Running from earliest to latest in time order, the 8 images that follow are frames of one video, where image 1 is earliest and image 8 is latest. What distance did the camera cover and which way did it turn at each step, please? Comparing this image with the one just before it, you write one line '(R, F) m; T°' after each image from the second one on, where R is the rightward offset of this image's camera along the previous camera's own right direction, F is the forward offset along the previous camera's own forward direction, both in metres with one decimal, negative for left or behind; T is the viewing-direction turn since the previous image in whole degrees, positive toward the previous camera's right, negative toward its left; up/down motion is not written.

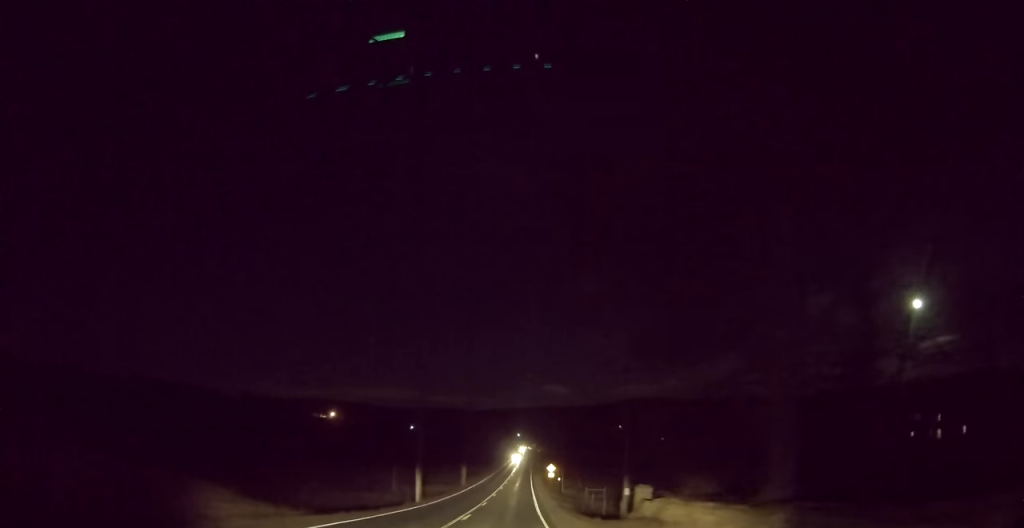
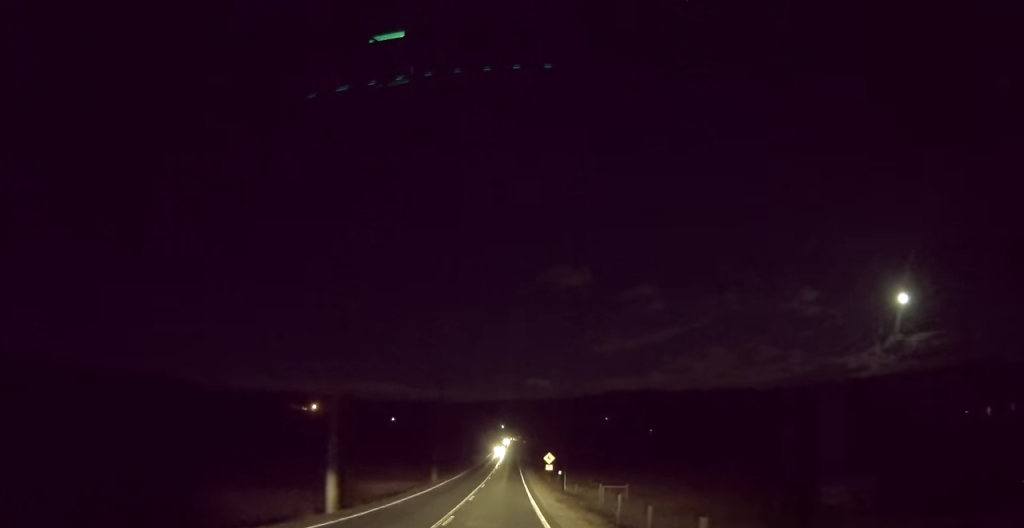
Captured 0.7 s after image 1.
(0.0, +17.0) m; +1°
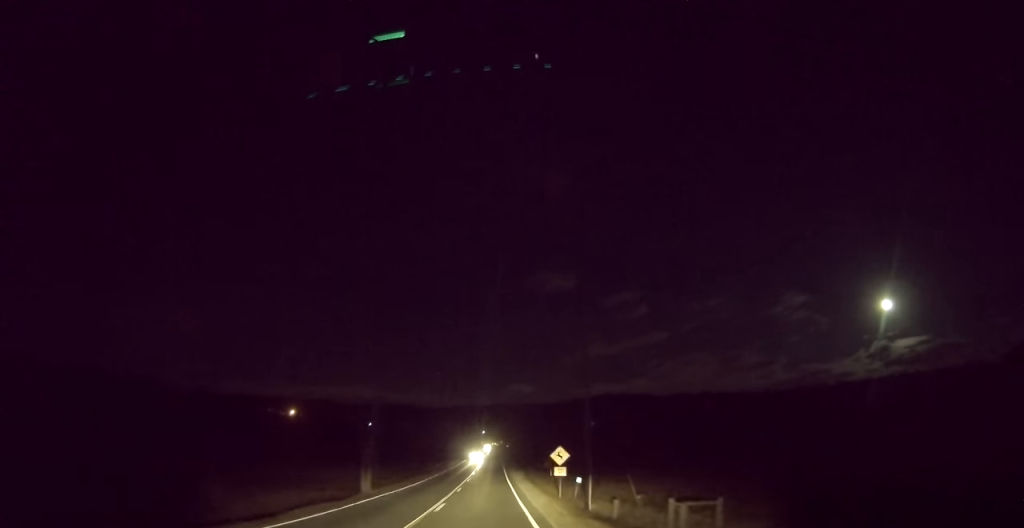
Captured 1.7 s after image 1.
(+0.4, +21.9) m; +2°
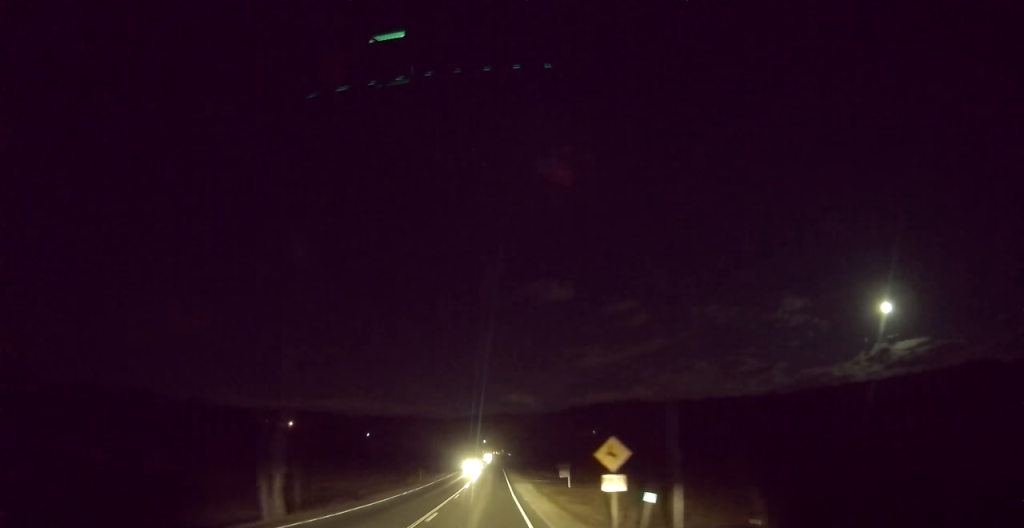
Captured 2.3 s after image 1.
(+0.3, +14.2) m; 0°
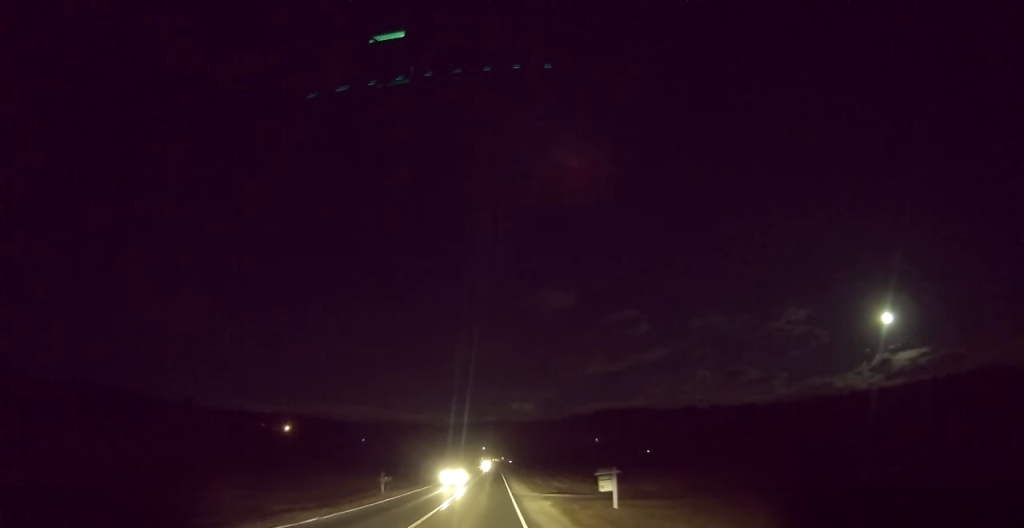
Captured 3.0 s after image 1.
(+0.1, +18.2) m; 0°
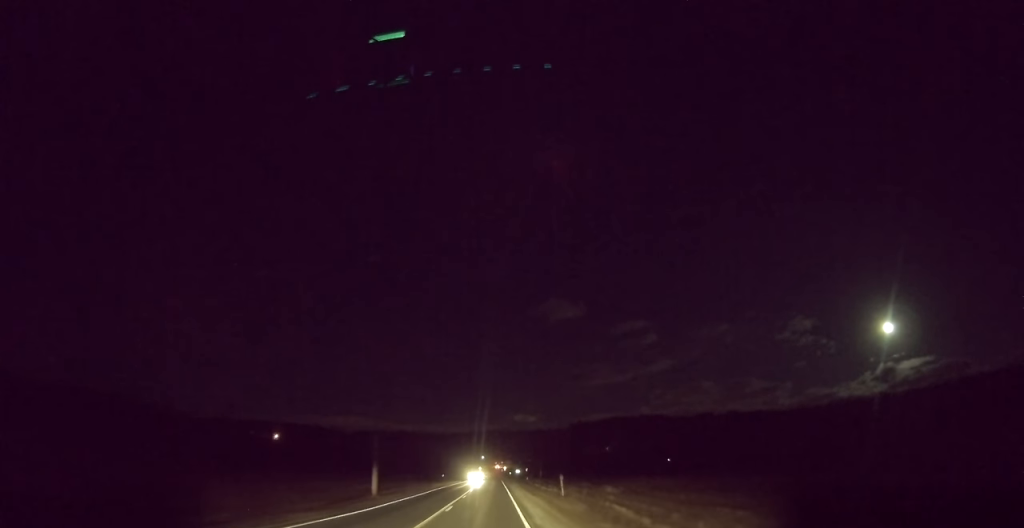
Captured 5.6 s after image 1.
(-0.3, +60.3) m; 0°
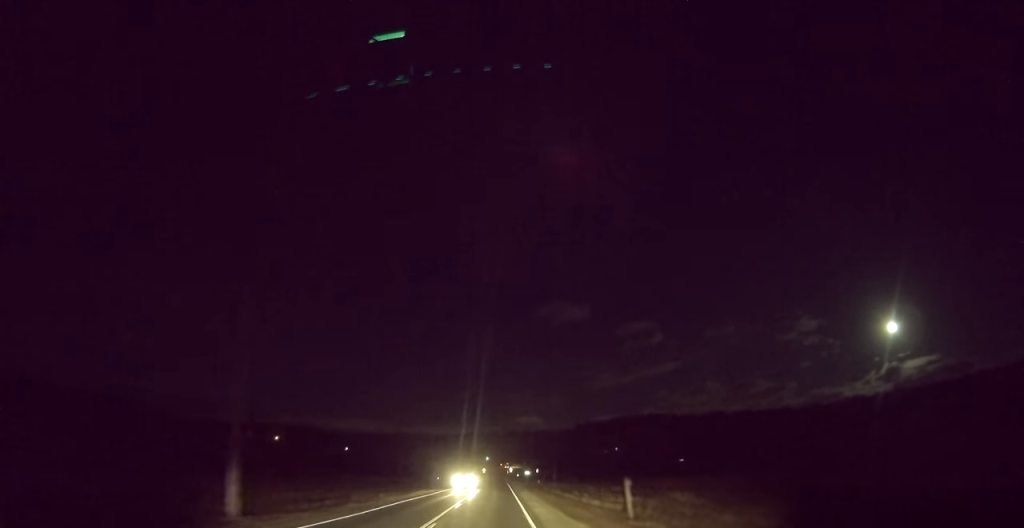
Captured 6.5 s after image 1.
(-0.4, +22.0) m; -1°
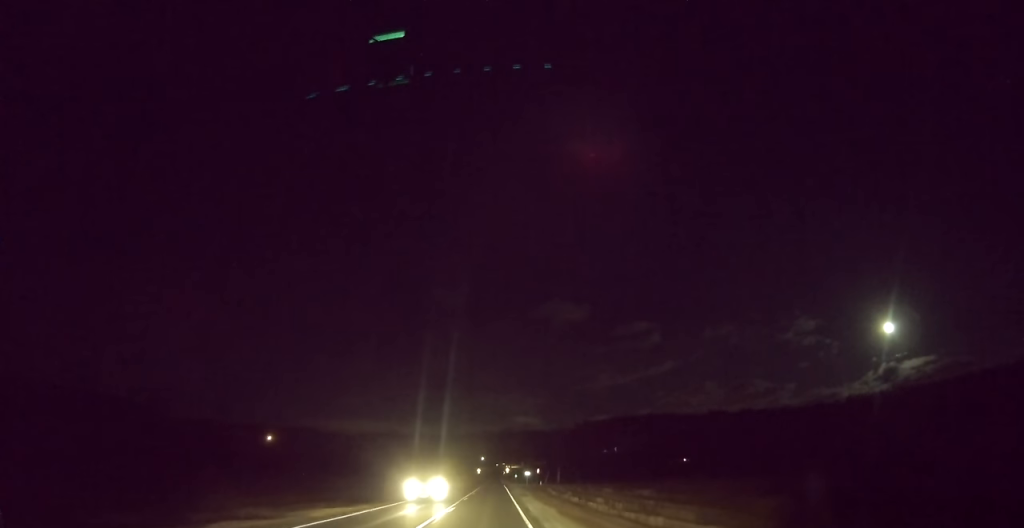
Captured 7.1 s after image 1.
(-0.1, +14.9) m; 0°
